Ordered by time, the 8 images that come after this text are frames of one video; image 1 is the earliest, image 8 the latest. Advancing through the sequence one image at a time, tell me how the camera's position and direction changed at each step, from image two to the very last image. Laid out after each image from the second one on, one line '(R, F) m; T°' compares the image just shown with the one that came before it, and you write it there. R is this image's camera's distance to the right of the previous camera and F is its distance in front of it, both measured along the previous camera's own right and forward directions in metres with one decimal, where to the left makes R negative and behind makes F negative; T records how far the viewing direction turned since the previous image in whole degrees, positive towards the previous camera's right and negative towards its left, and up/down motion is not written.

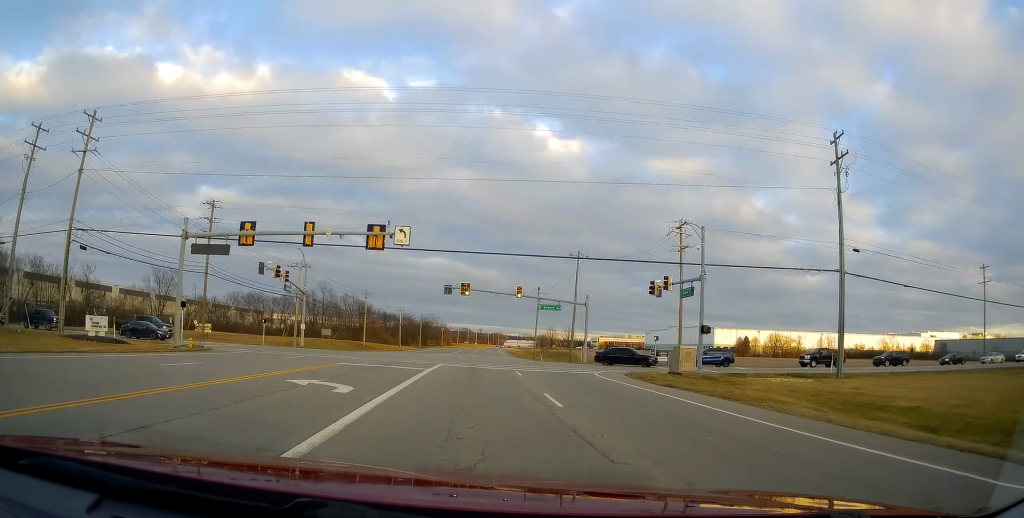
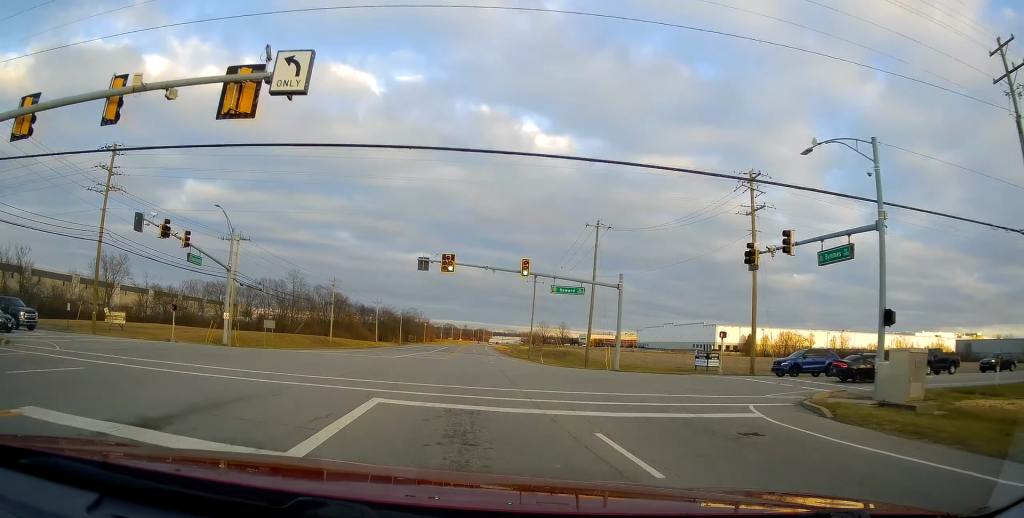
(+0.5, +18.5) m; +2°
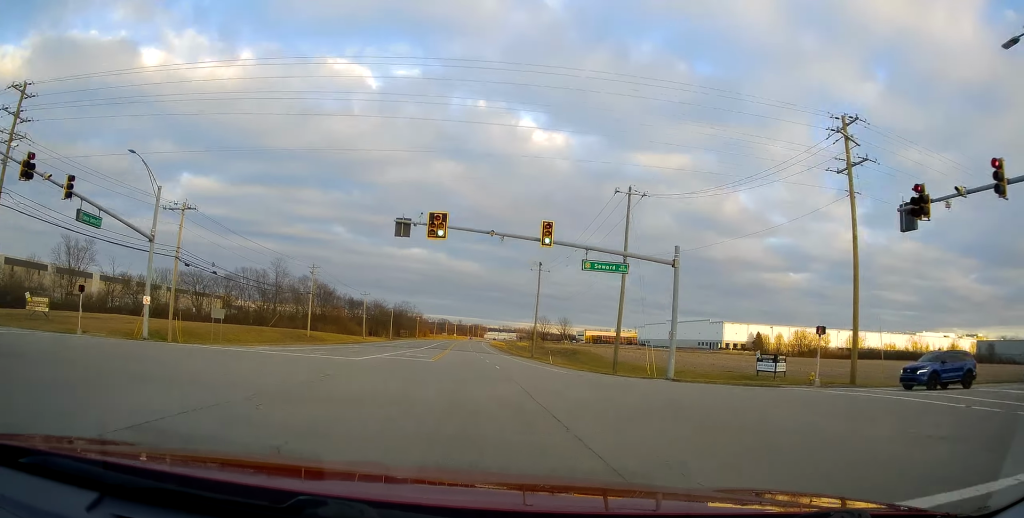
(0.0, +12.8) m; 0°
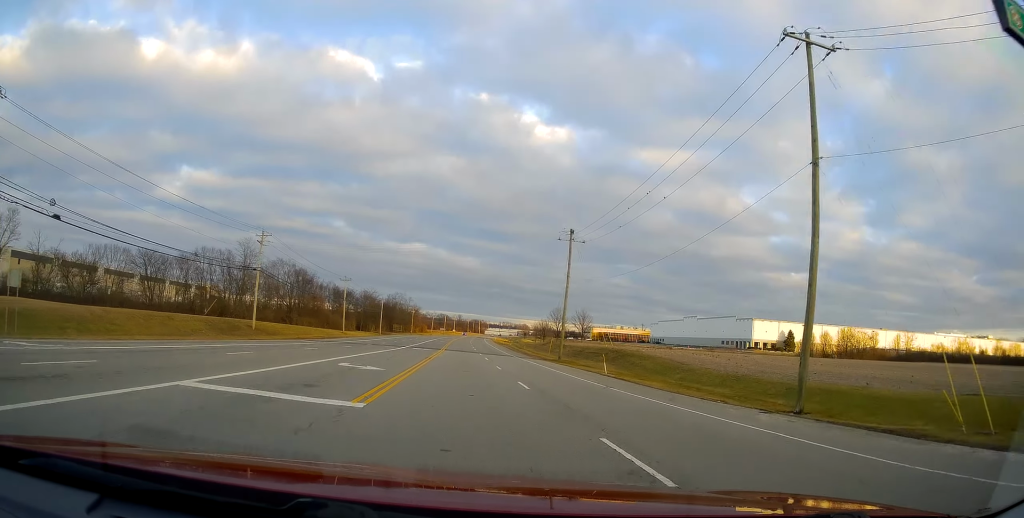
(0.0, +26.4) m; 0°
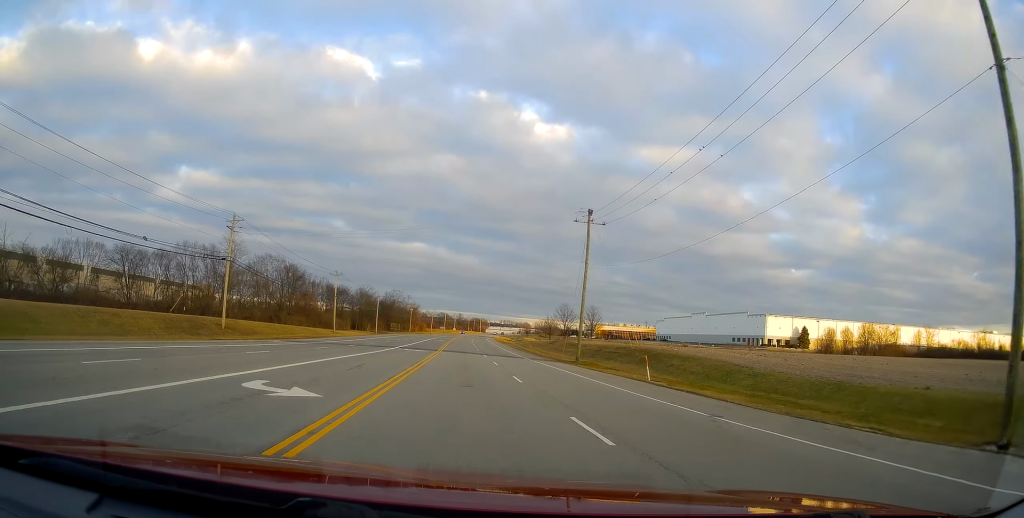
(0.0, +9.8) m; +1°
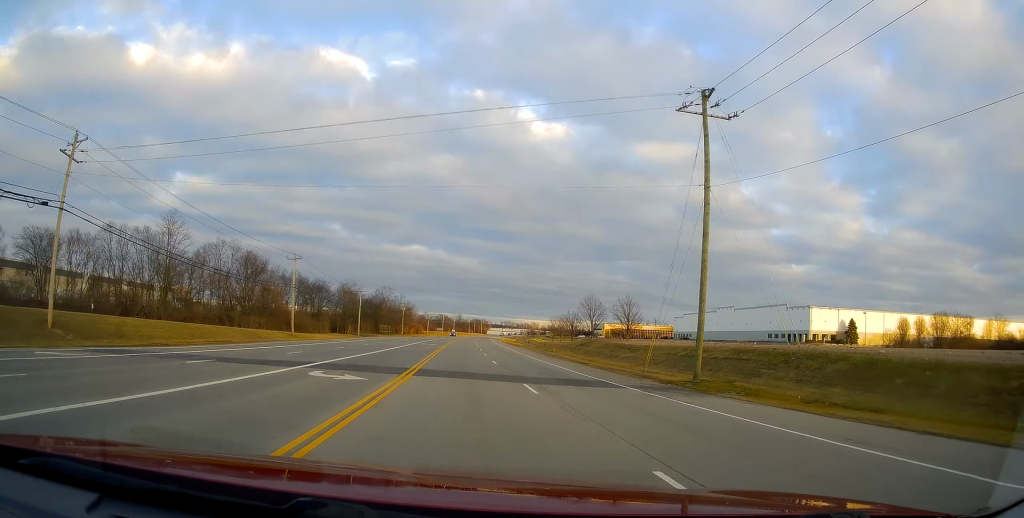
(+0.5, +29.4) m; +1°
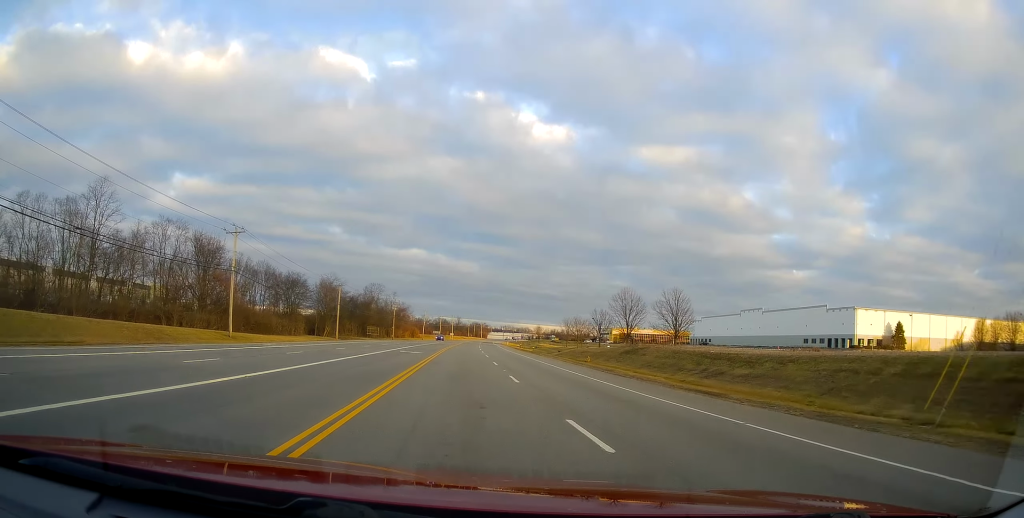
(-0.3, +24.3) m; 0°
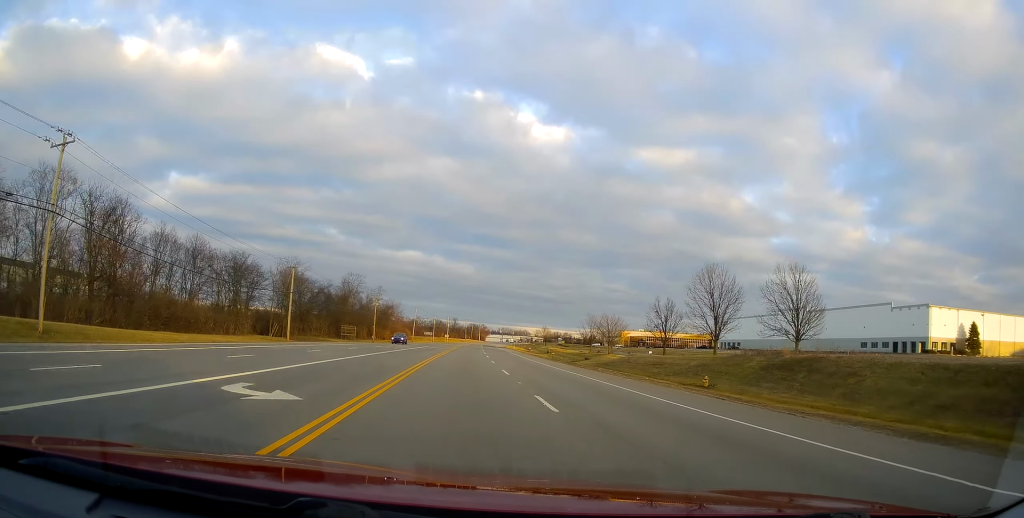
(+0.4, +32.3) m; +1°
